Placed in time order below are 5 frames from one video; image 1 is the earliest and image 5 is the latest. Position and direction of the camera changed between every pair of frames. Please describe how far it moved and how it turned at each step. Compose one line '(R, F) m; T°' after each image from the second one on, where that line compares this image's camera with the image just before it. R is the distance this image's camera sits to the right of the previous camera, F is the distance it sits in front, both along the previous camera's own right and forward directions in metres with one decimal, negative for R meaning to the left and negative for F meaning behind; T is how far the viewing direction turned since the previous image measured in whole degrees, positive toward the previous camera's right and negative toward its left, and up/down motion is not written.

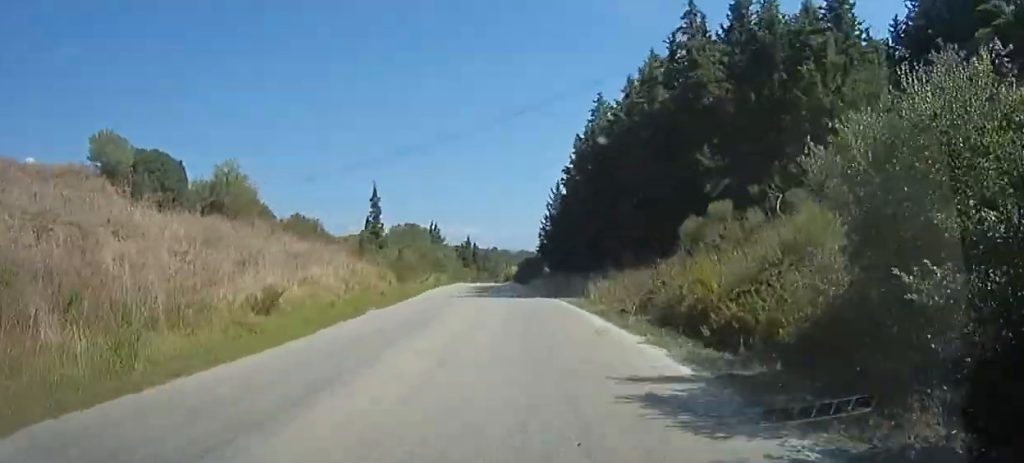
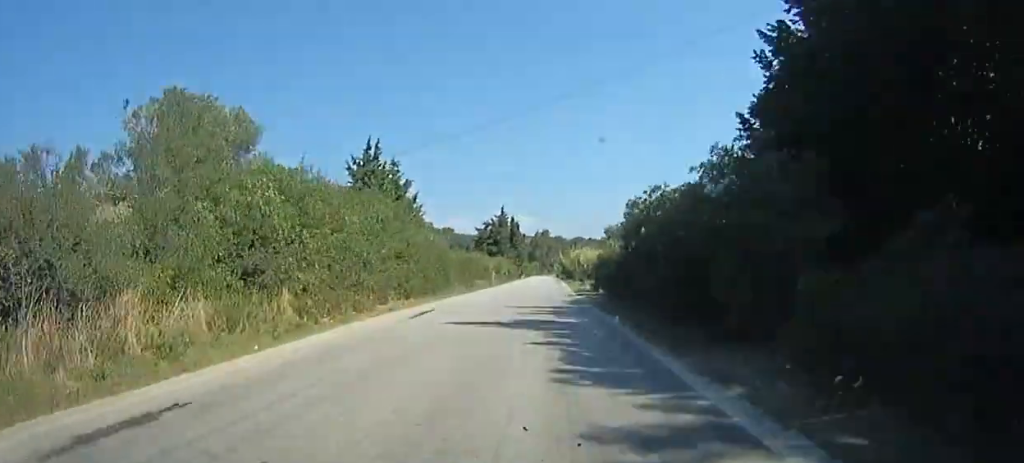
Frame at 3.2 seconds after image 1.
(-1.6, +83.0) m; -1°
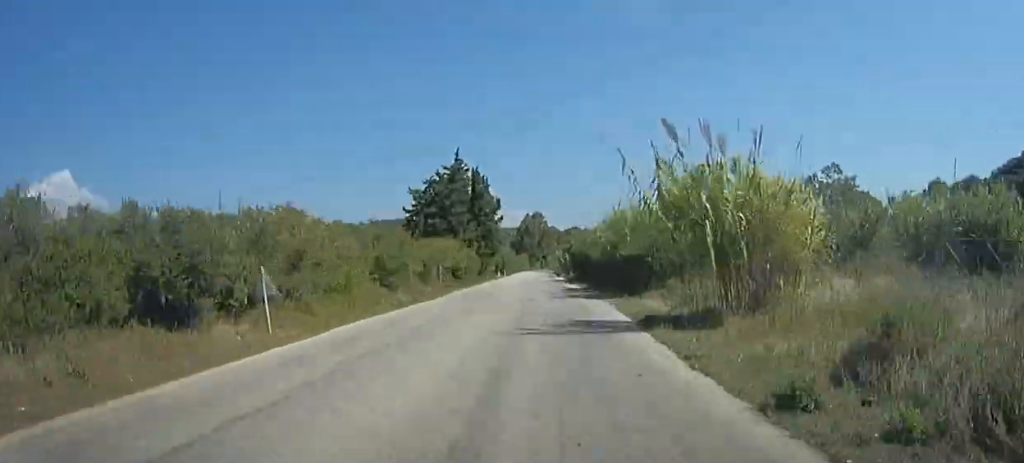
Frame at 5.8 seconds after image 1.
(-0.1, +62.4) m; +2°
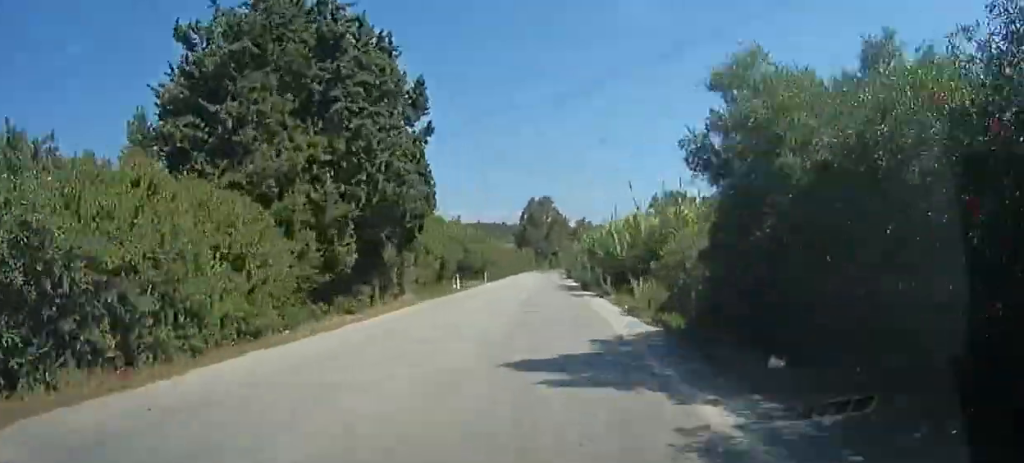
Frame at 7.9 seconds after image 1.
(+1.3, +46.5) m; -2°
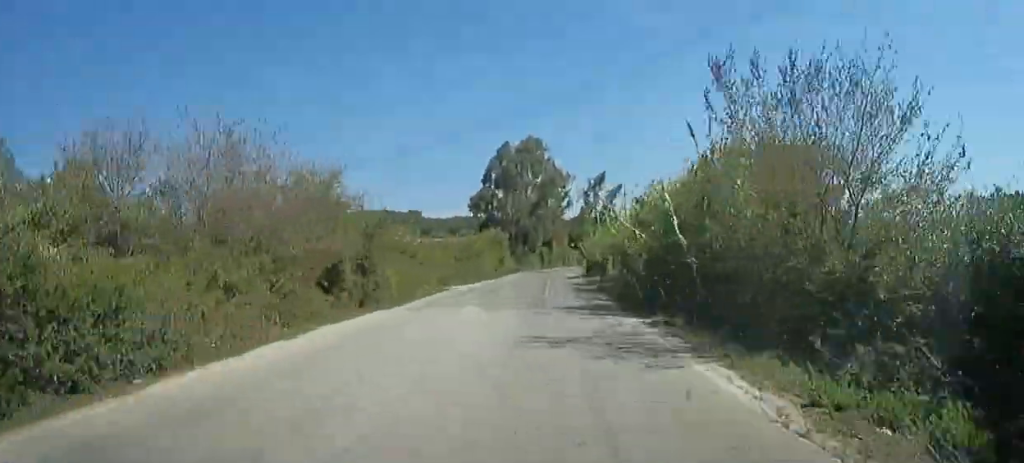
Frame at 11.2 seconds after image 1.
(-4.8, +67.4) m; -2°
